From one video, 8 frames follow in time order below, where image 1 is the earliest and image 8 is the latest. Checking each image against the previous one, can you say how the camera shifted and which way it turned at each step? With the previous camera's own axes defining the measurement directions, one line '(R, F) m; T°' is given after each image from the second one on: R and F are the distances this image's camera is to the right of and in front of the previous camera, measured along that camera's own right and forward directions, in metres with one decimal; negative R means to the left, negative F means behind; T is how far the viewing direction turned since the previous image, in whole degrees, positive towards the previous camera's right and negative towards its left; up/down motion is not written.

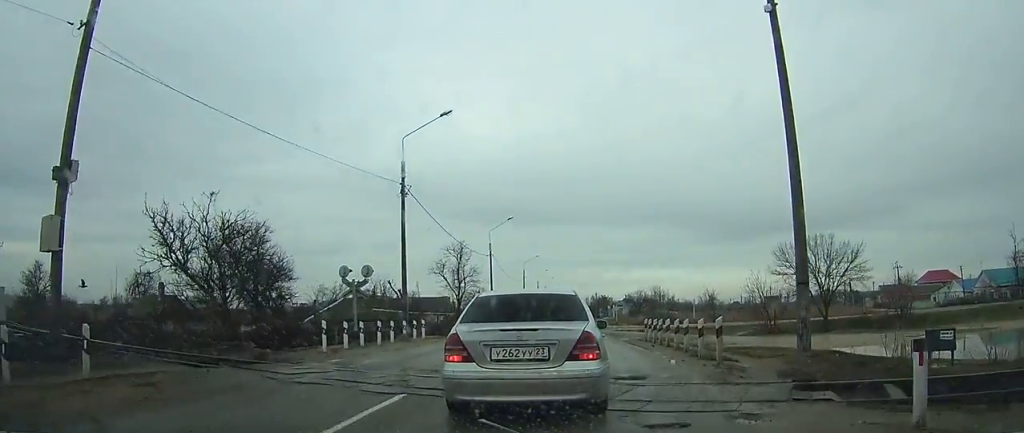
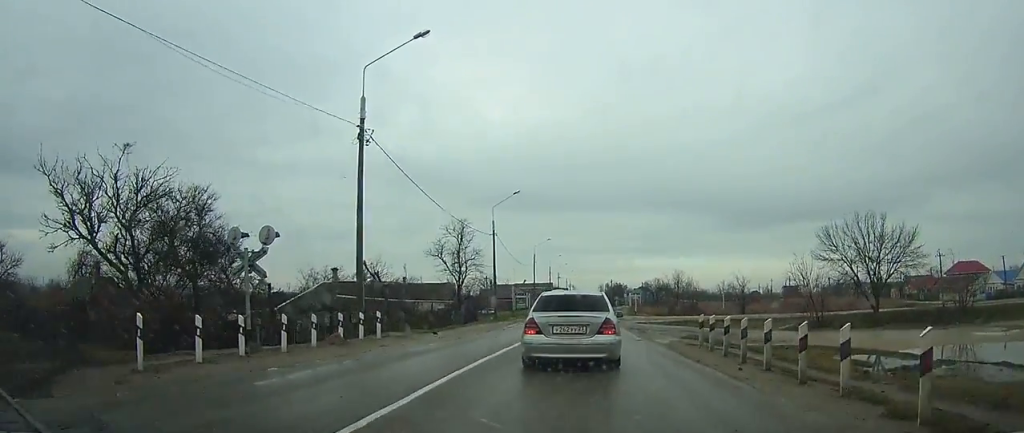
(-0.4, +10.6) m; -3°
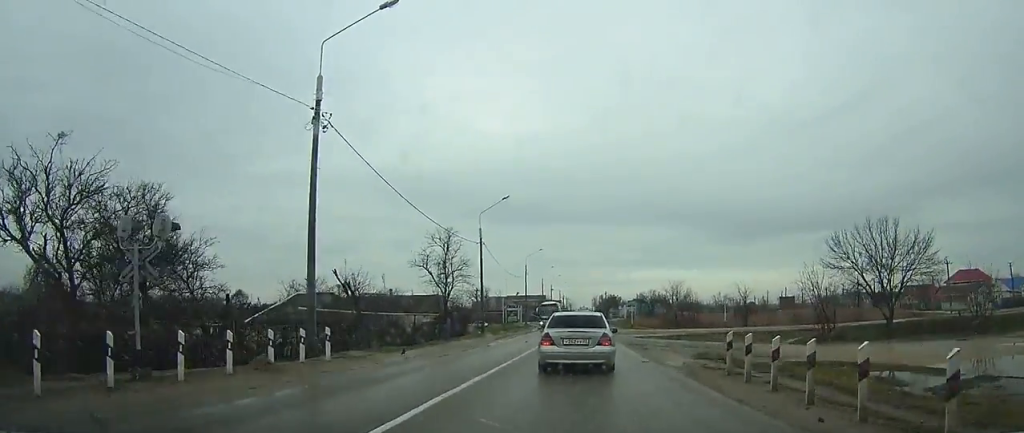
(0.0, +3.8) m; 0°
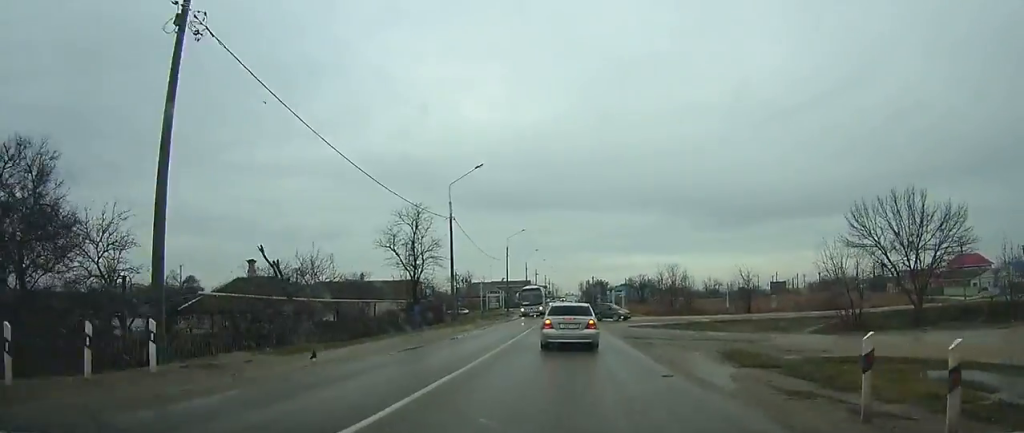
(0.0, +6.5) m; +1°
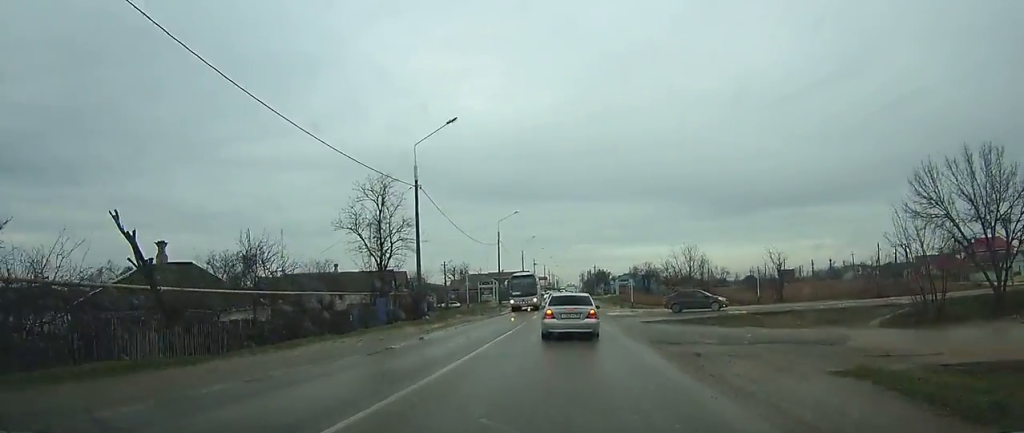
(+0.1, +7.8) m; +1°
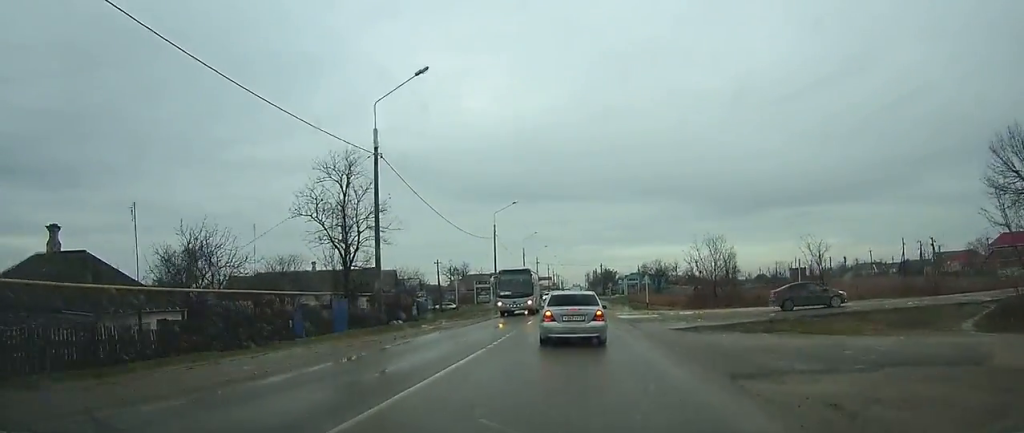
(+0.1, +6.5) m; 0°
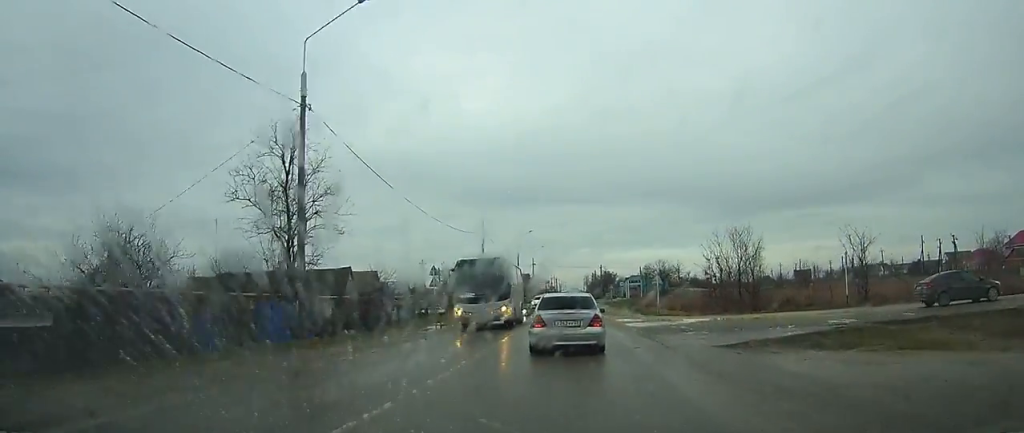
(+0.1, +7.8) m; -1°
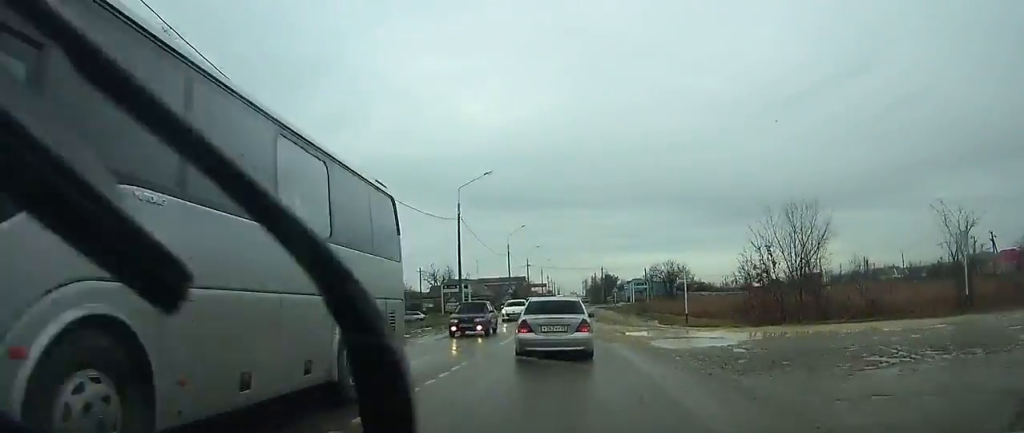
(-0.4, +12.9) m; -1°
